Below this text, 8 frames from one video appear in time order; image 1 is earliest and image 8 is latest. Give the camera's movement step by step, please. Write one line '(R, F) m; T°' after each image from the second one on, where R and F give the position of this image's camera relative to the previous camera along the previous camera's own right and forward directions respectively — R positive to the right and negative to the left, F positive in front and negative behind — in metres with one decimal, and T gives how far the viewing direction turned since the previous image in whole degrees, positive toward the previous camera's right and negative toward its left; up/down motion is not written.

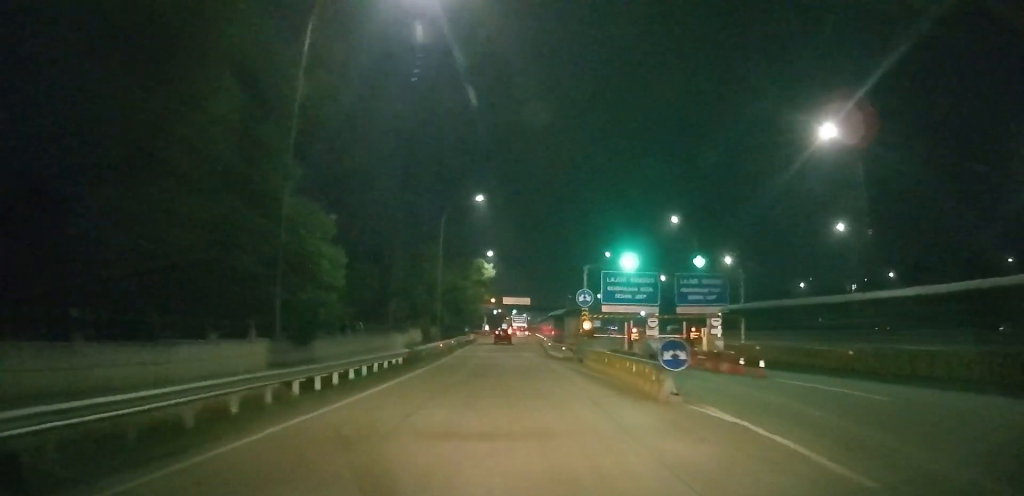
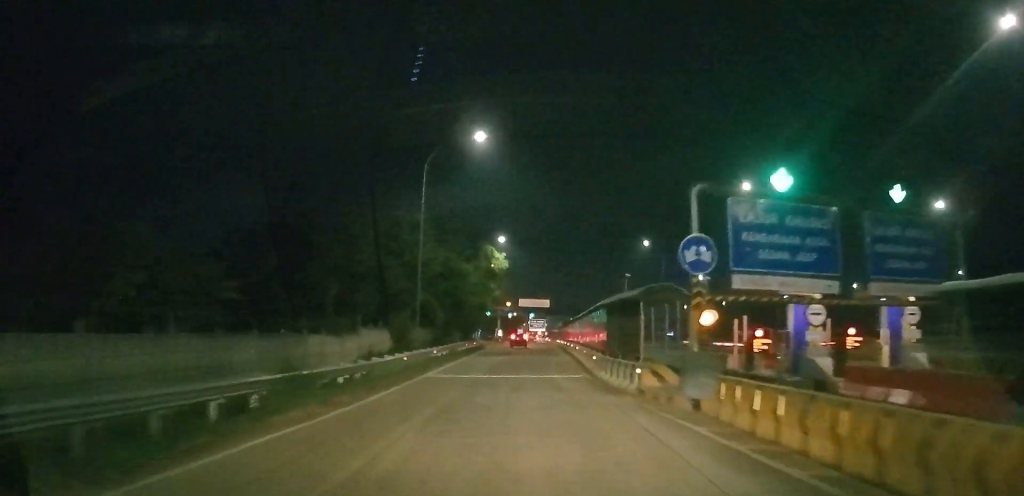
(-0.4, +20.7) m; -1°
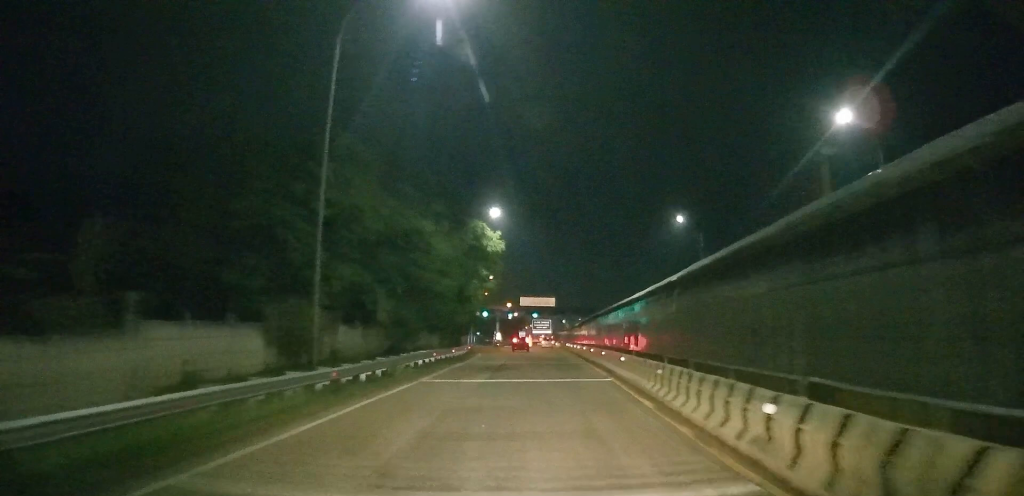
(0.0, +17.9) m; 0°
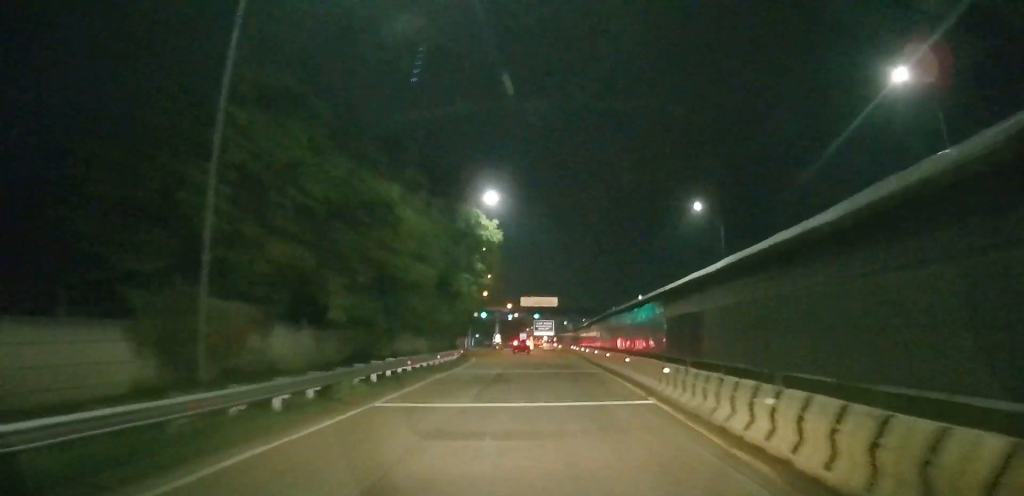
(0.0, +6.8) m; 0°
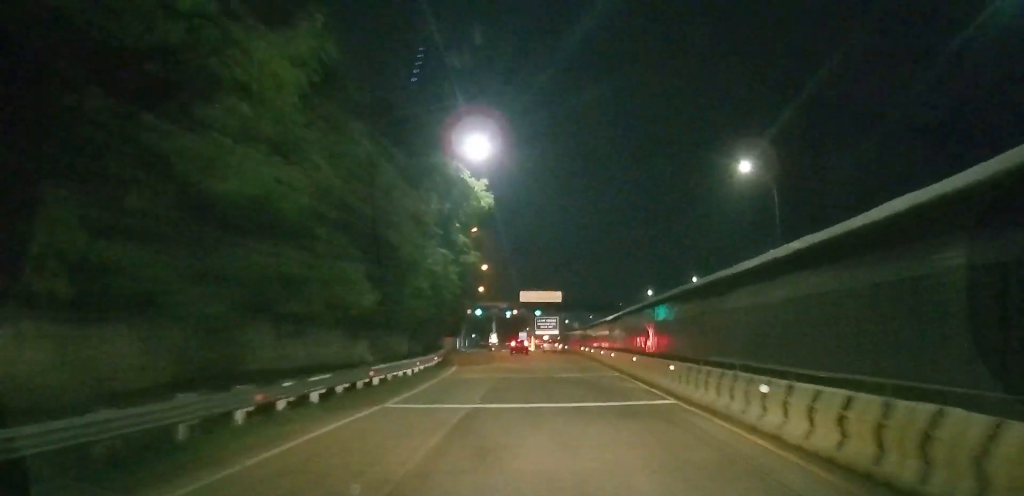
(-0.1, +12.9) m; -1°
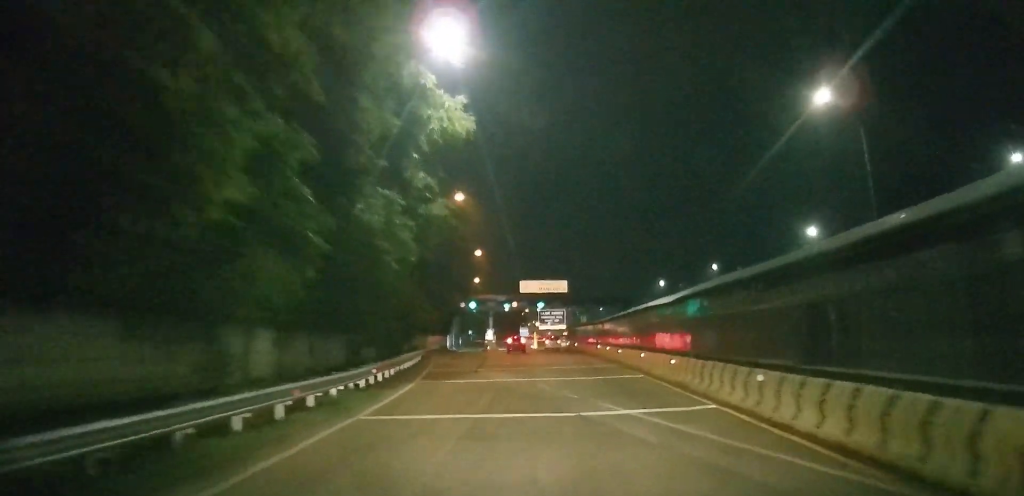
(-0.1, +12.0) m; -1°
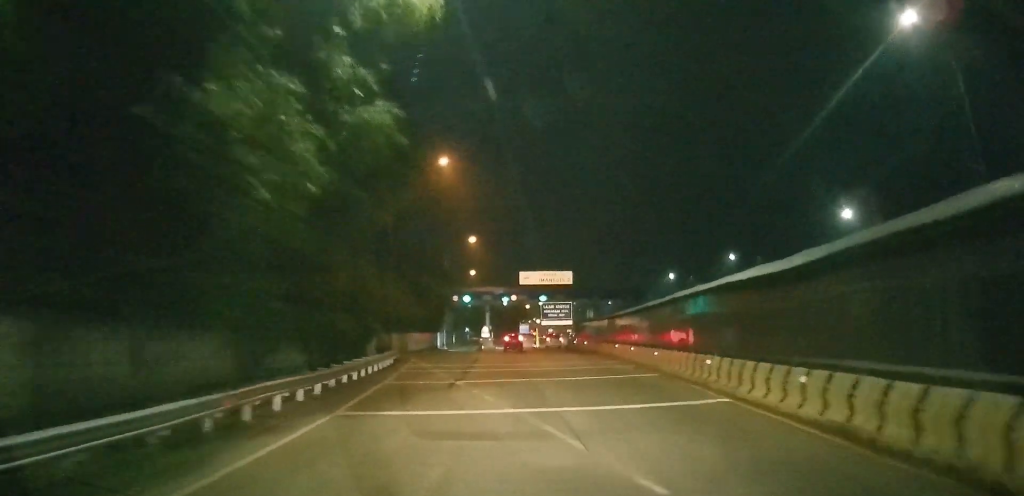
(-0.1, +9.0) m; 0°
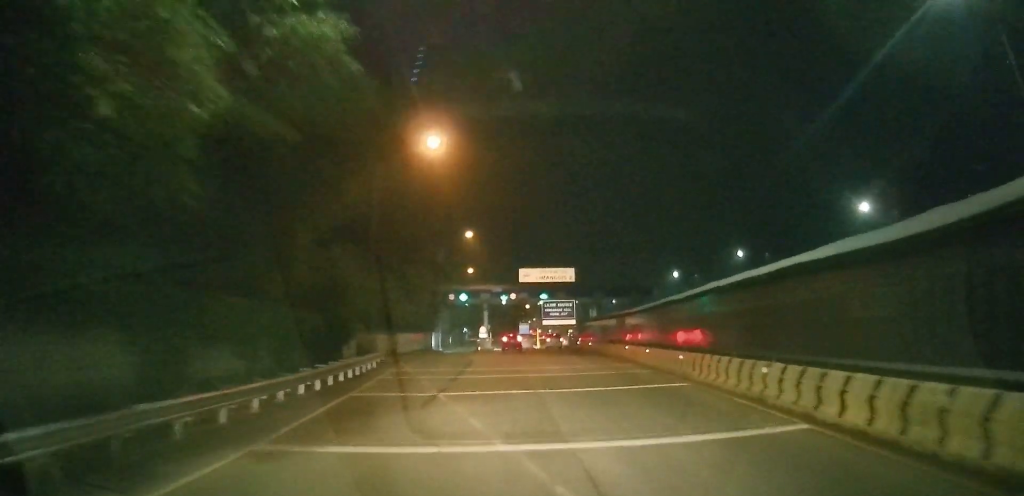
(0.0, +4.1) m; 0°
